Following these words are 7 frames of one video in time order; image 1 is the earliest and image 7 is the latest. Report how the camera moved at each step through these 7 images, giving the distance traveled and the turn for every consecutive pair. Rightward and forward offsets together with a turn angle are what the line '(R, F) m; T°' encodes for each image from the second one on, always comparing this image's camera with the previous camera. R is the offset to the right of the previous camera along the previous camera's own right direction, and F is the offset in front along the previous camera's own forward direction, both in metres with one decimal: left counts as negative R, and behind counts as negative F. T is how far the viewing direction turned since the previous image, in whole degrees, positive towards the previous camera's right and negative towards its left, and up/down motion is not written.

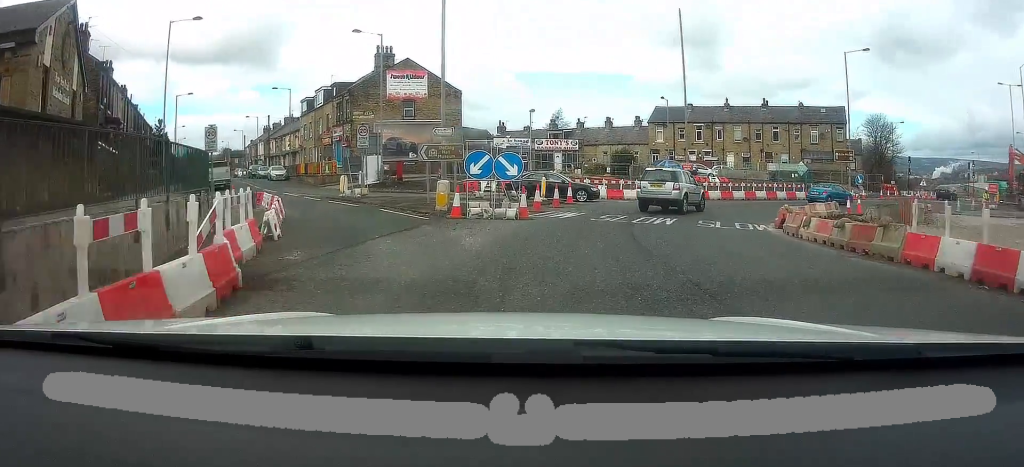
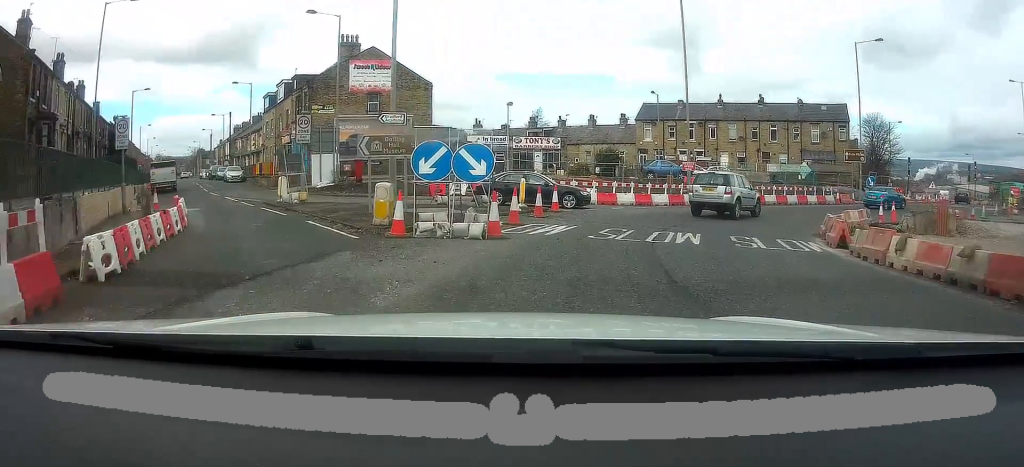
(-0.1, +4.9) m; +1°
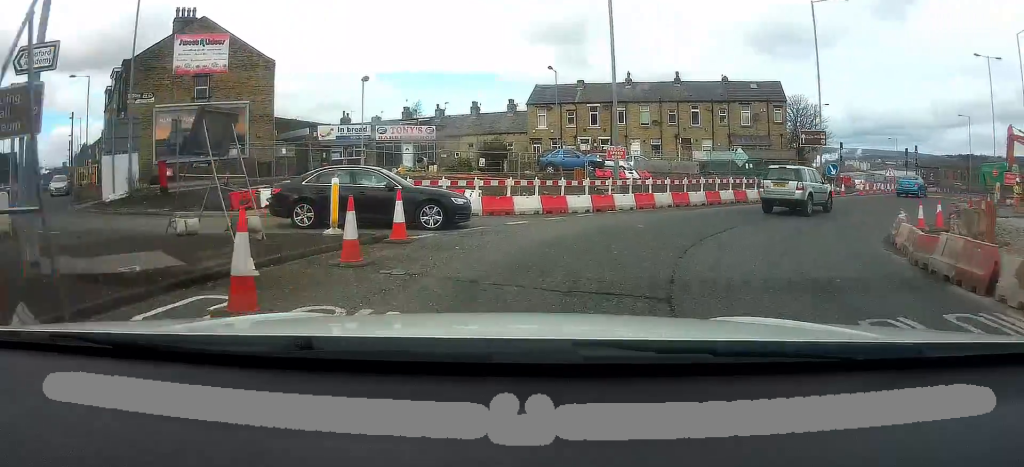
(+0.3, +10.0) m; +9°
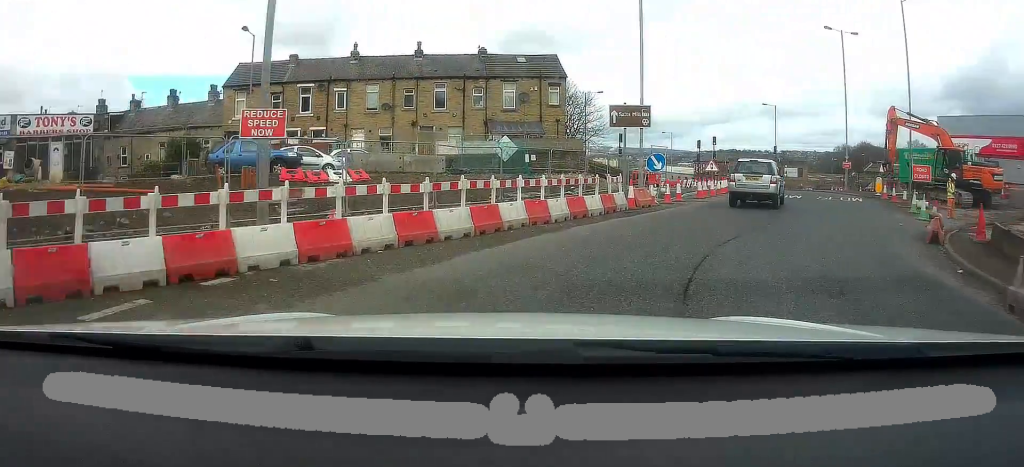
(+2.3, +12.5) m; +23°
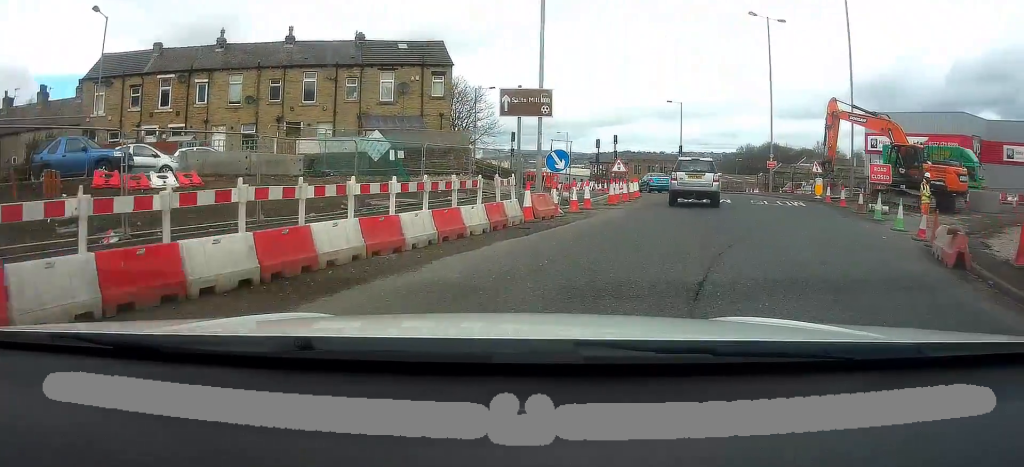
(+0.3, +4.8) m; +8°
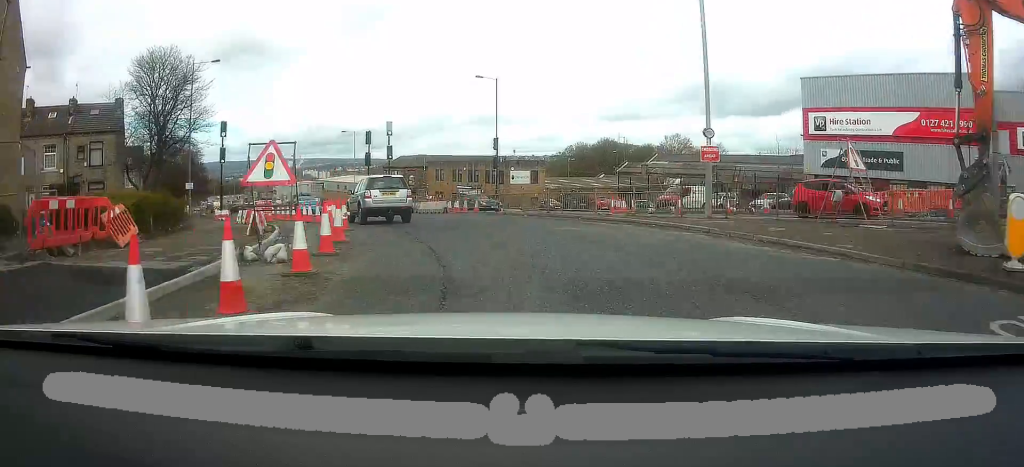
(+6.5, +23.4) m; +21°
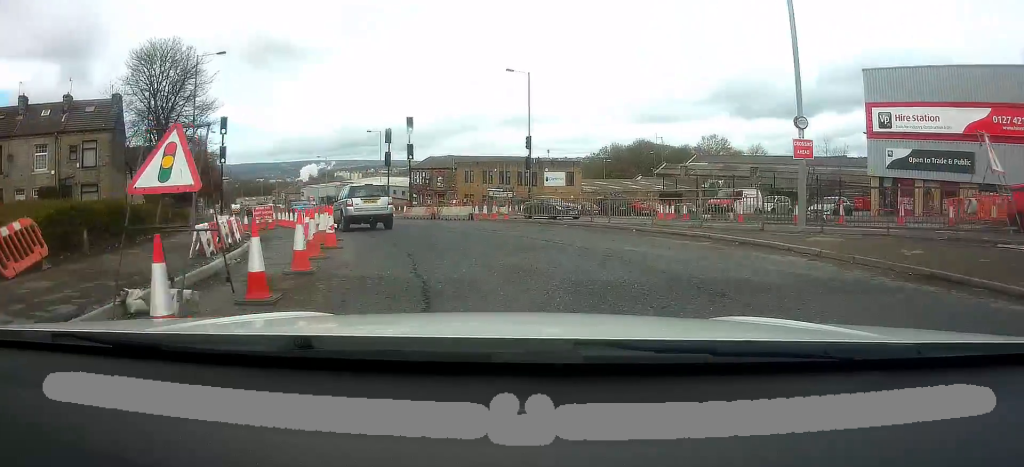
(+0.2, +4.2) m; 0°
